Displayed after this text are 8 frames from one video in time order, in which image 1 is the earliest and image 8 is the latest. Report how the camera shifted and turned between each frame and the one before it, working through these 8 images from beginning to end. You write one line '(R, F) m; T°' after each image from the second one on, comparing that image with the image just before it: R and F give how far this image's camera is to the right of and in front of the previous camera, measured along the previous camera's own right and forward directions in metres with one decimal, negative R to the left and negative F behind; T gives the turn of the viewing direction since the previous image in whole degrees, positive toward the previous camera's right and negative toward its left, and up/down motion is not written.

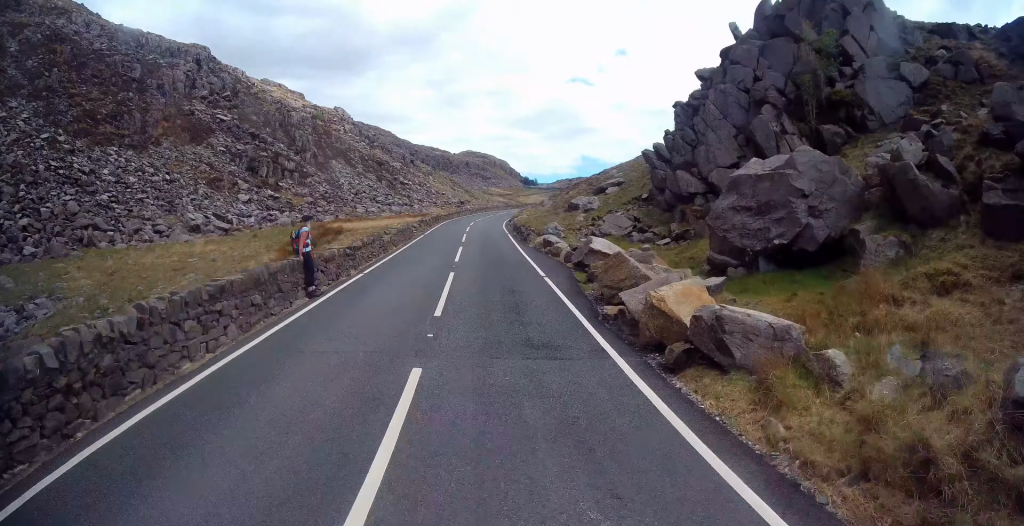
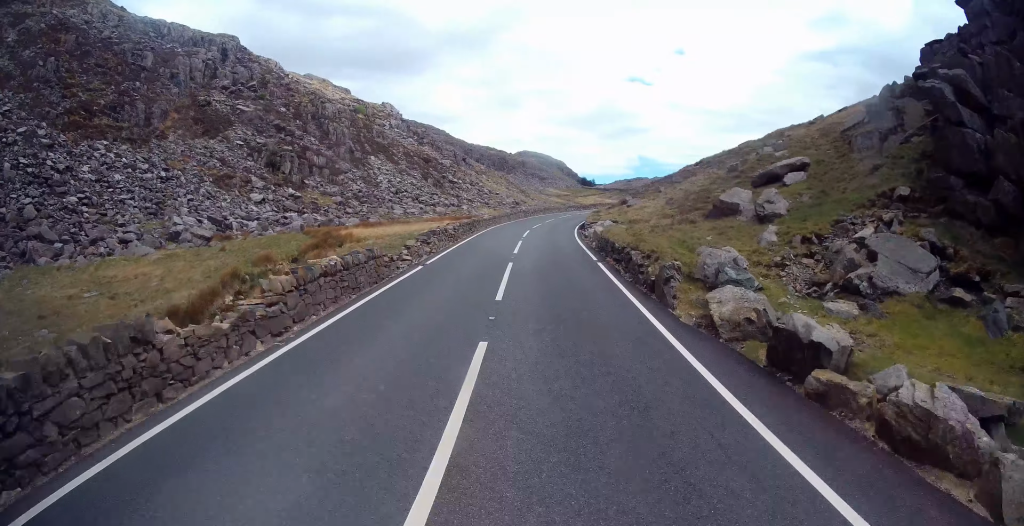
(-1.0, +13.2) m; -7°
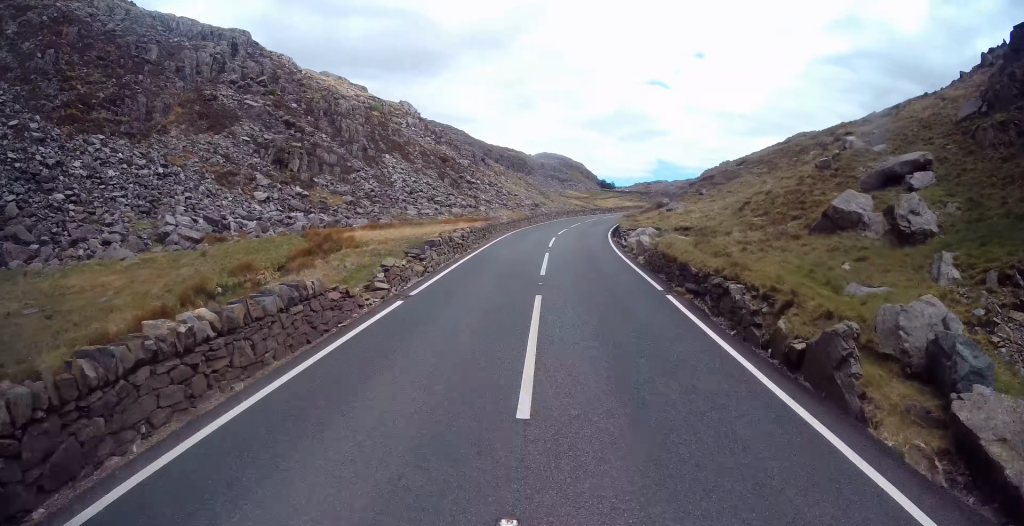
(-0.1, +4.8) m; -1°
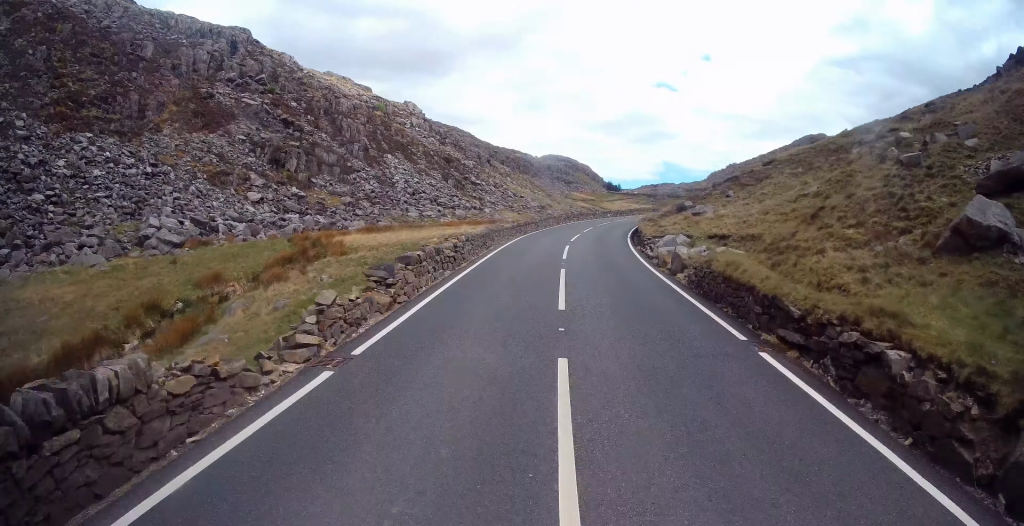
(0.0, +3.7) m; -1°
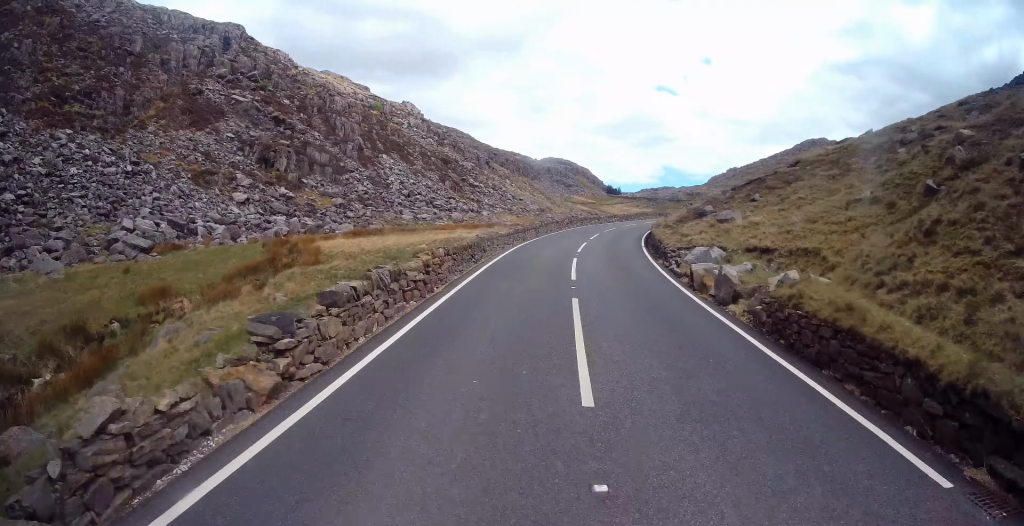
(0.0, +3.9) m; 0°
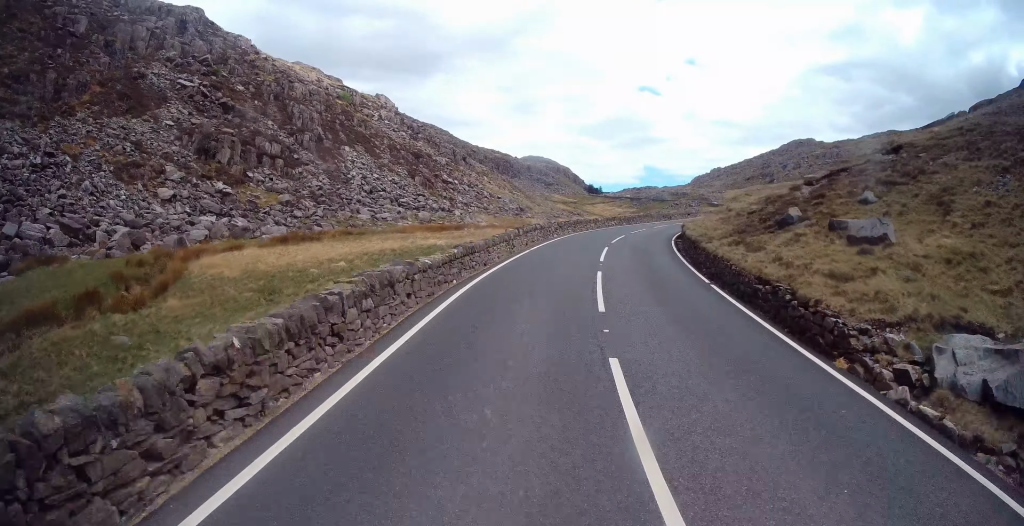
(-0.1, +12.5) m; +1°
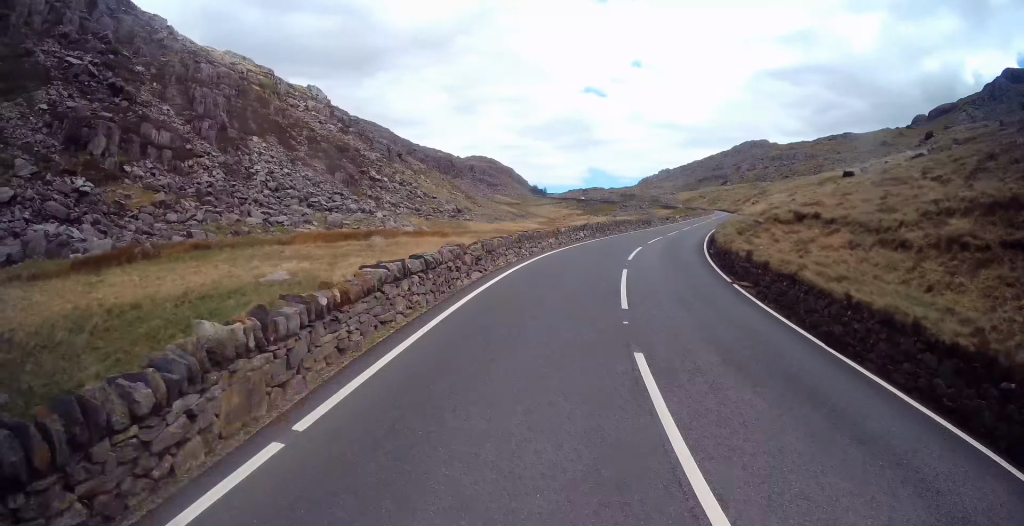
(+1.2, +16.9) m; +7°
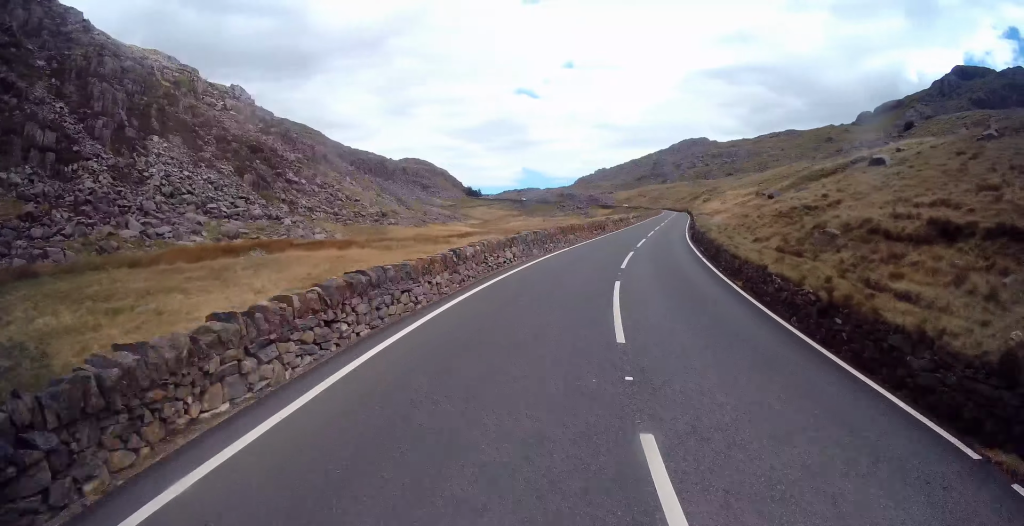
(0.0, +11.4) m; +5°
